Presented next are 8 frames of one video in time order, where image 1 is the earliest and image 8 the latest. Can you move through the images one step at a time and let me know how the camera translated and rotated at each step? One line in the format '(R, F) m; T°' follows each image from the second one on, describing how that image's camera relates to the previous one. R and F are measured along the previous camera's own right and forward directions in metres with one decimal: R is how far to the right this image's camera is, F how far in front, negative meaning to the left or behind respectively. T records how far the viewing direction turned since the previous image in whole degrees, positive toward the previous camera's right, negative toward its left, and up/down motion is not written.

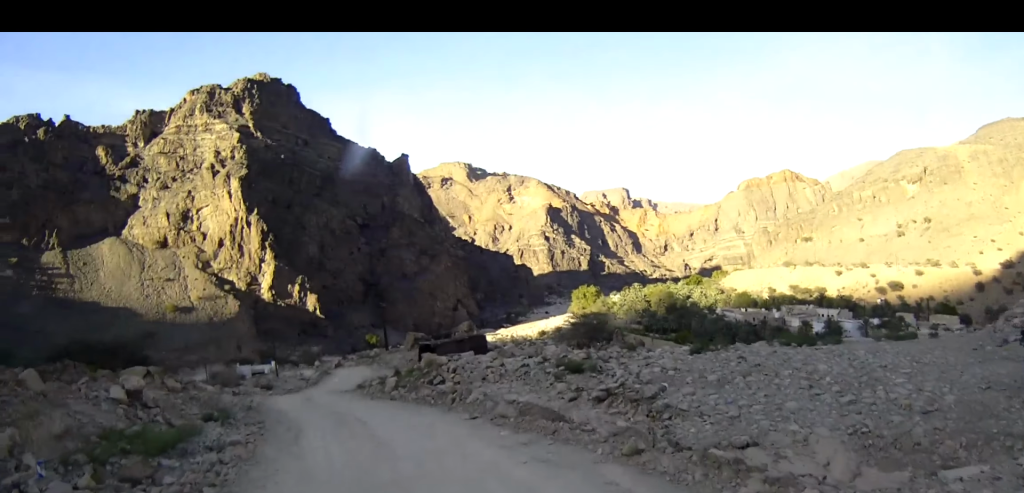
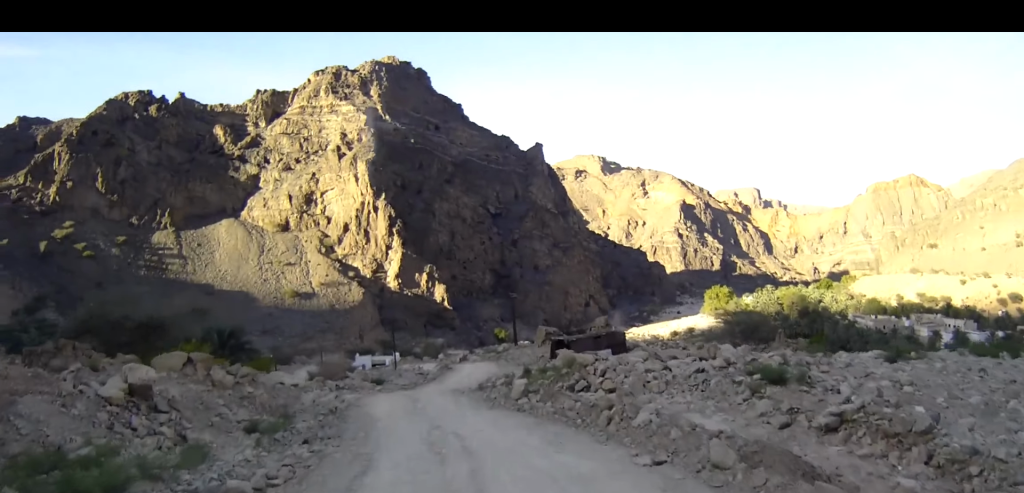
(-0.8, +5.8) m; -9°
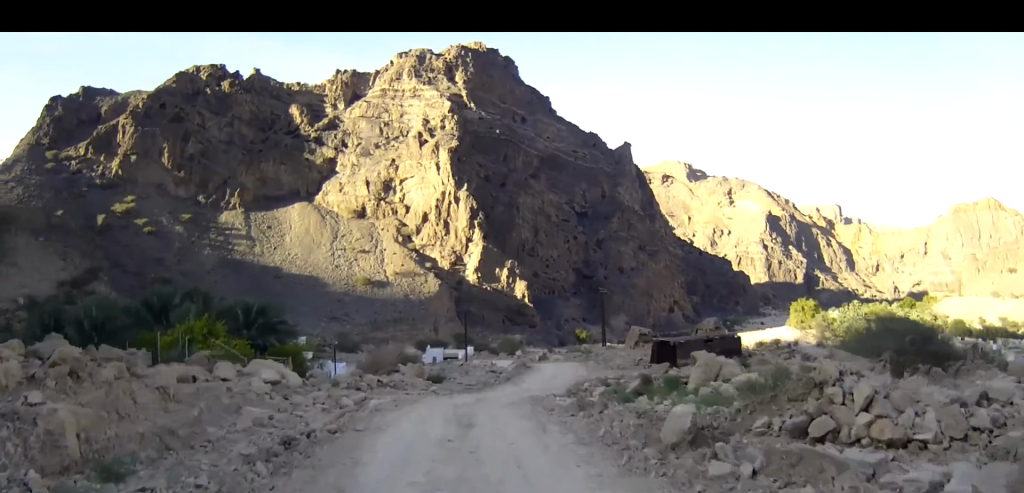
(-0.5, +11.0) m; -6°
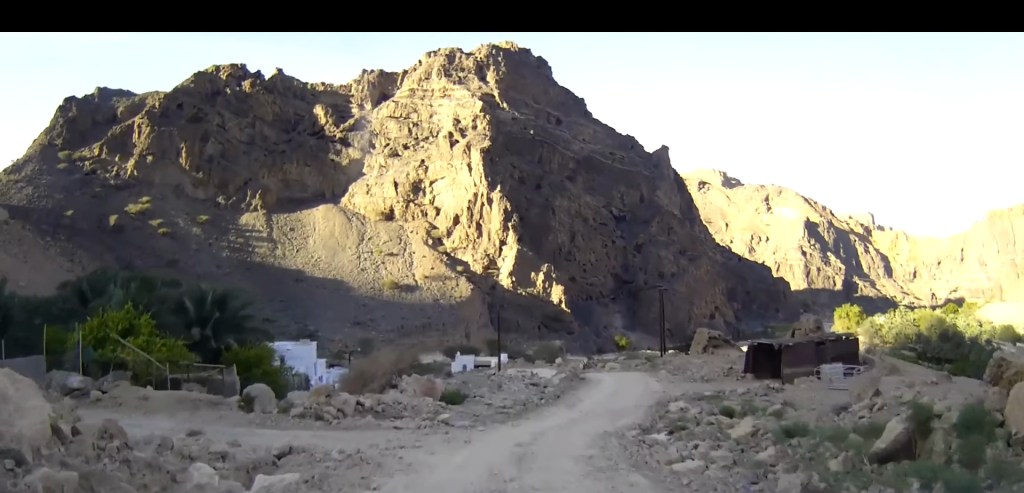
(-0.6, +14.6) m; -2°
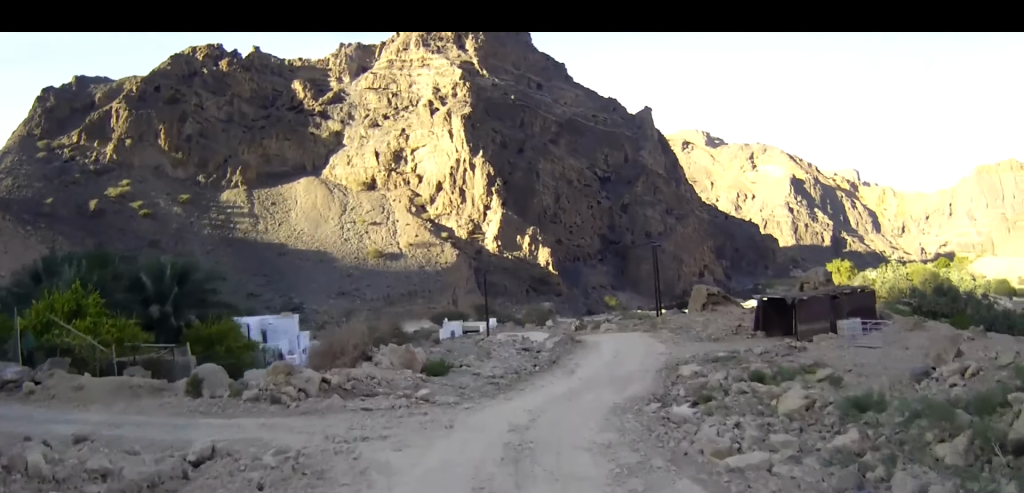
(0.0, +3.9) m; +1°
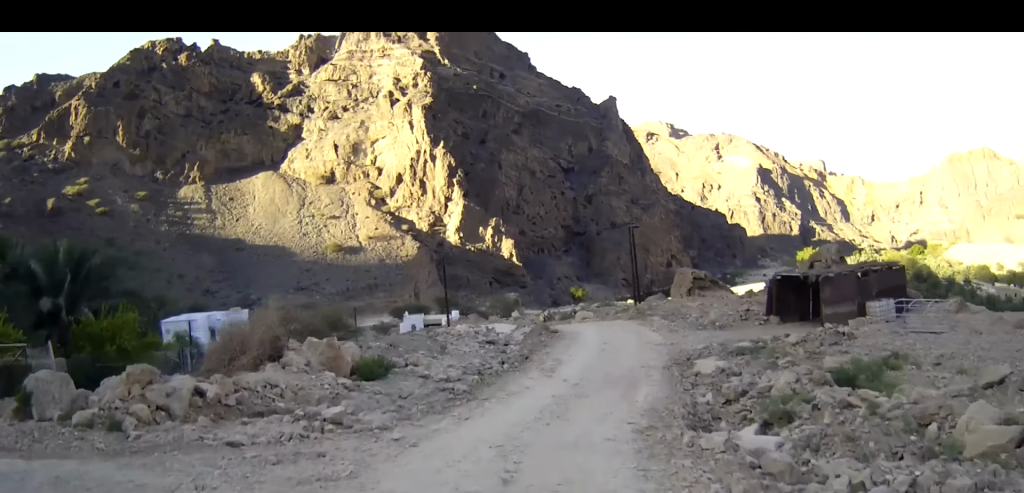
(+0.1, +7.3) m; +3°
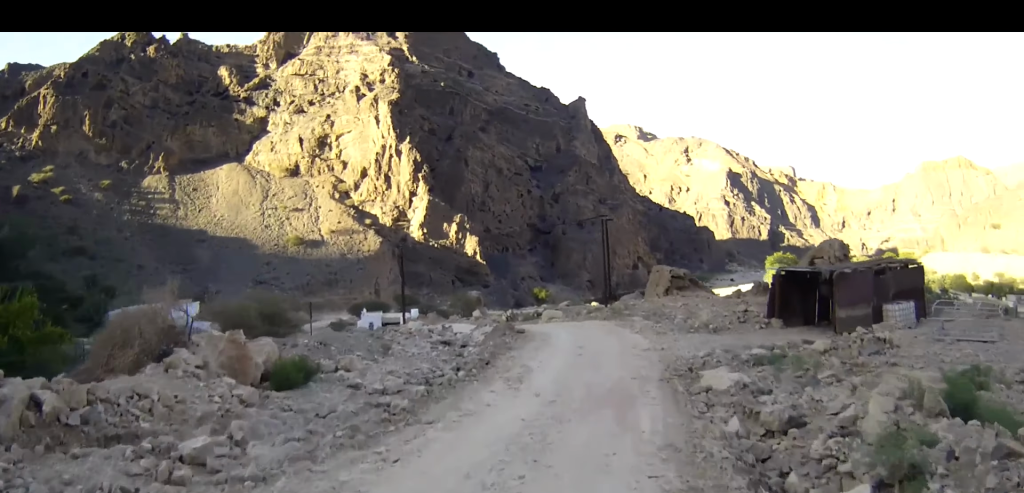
(+0.2, +4.7) m; +3°
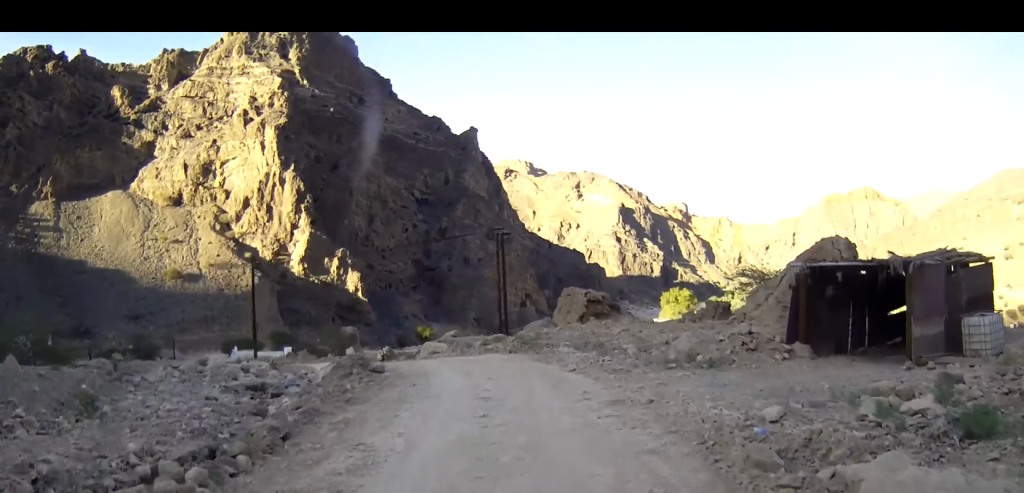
(+0.6, +11.6) m; +7°
